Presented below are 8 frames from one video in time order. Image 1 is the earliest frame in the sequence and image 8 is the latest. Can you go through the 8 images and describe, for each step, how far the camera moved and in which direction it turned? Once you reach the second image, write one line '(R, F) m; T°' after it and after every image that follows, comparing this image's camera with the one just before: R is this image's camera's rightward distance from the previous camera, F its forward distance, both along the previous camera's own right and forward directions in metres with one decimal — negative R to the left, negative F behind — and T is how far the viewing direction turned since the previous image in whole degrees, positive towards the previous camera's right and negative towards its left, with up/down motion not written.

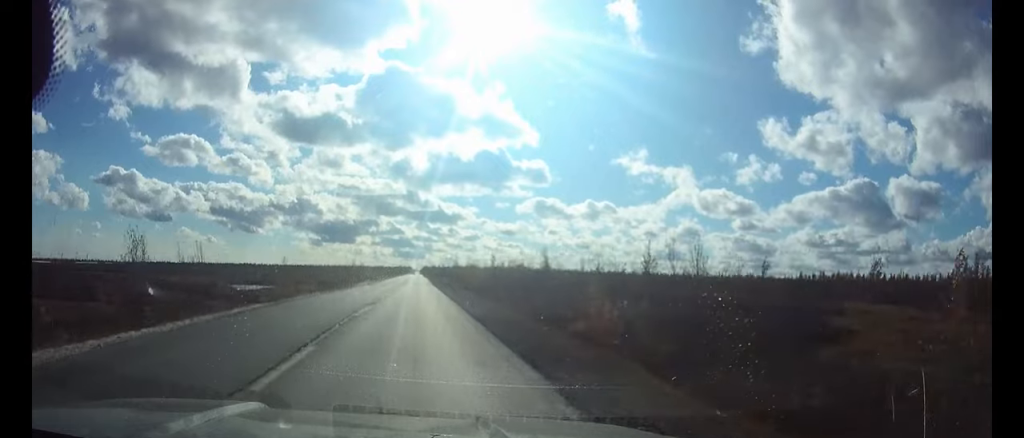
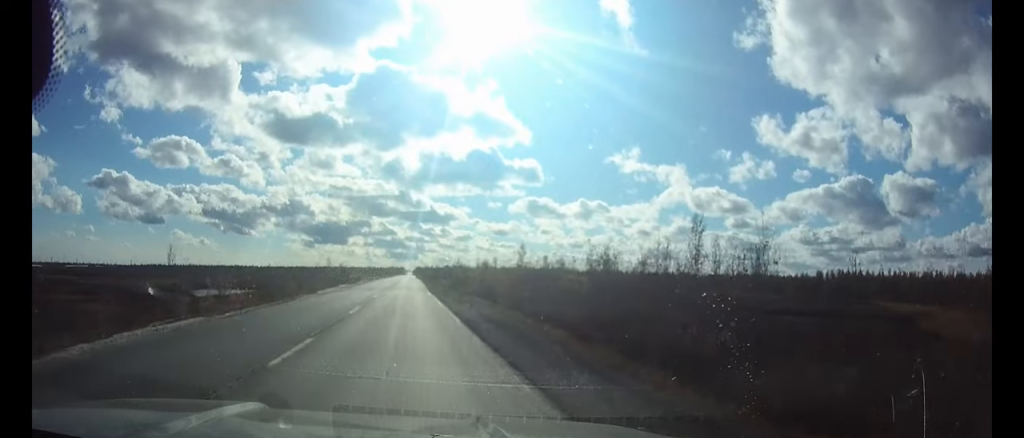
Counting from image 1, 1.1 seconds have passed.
(0.0, +22.6) m; 0°
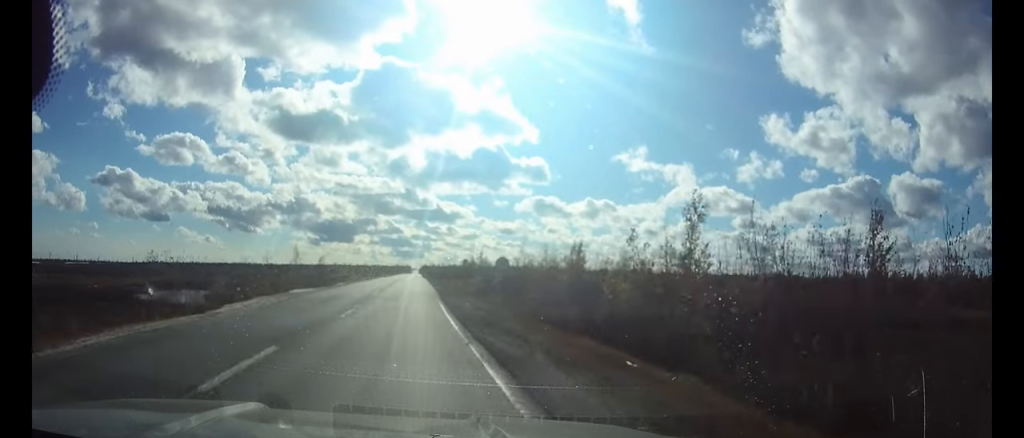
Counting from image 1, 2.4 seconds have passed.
(-0.1, +28.1) m; 0°
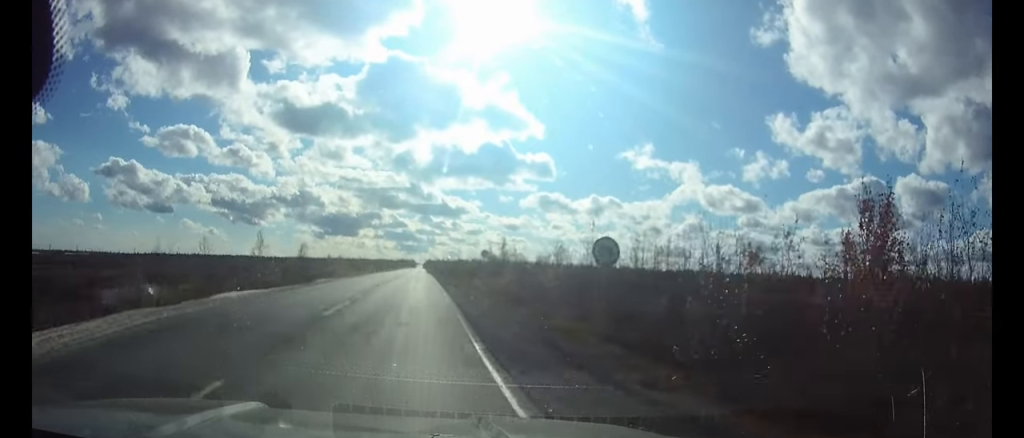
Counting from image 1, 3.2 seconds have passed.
(-0.1, +16.3) m; 0°
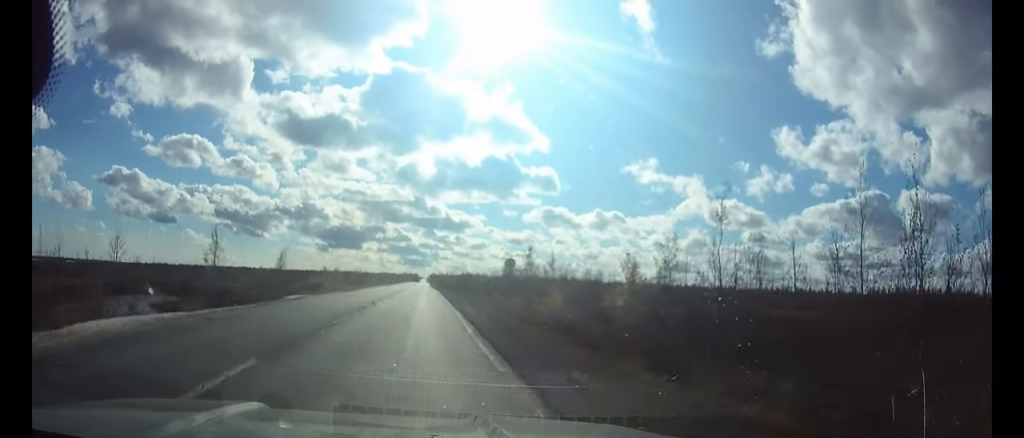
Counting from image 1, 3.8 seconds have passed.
(0.0, +11.5) m; 0°
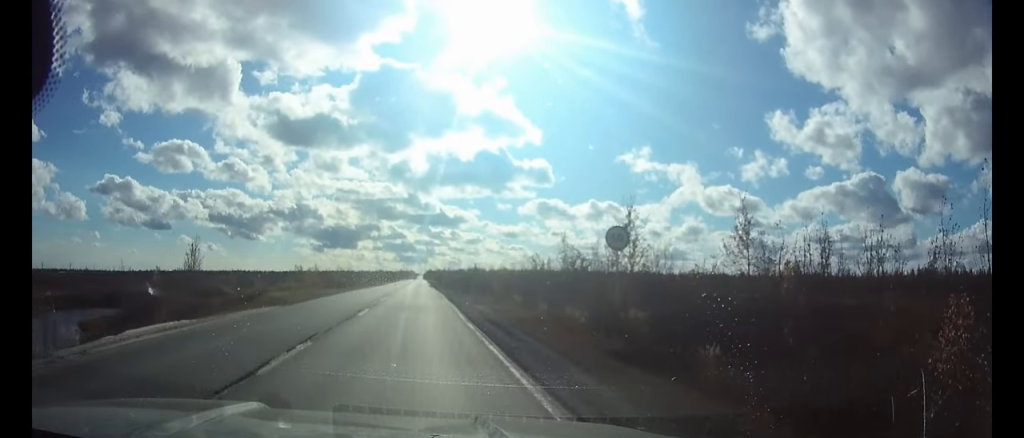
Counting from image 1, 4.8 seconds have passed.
(0.0, +21.8) m; 0°
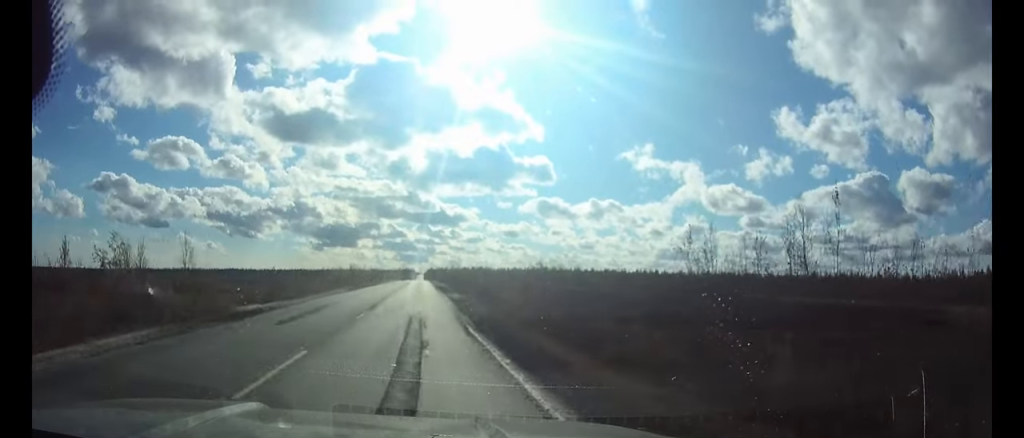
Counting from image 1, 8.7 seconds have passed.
(0.0, +71.7) m; 0°
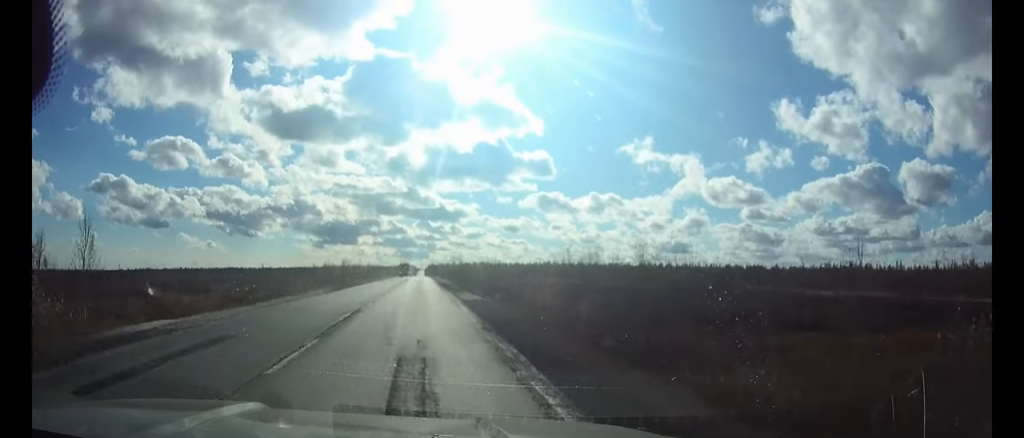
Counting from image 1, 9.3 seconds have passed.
(0.0, +10.6) m; 0°
